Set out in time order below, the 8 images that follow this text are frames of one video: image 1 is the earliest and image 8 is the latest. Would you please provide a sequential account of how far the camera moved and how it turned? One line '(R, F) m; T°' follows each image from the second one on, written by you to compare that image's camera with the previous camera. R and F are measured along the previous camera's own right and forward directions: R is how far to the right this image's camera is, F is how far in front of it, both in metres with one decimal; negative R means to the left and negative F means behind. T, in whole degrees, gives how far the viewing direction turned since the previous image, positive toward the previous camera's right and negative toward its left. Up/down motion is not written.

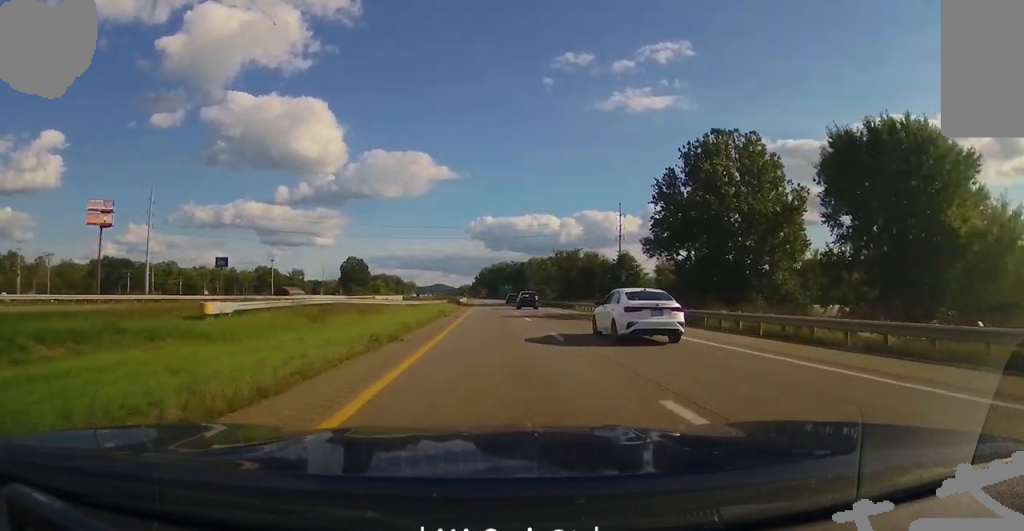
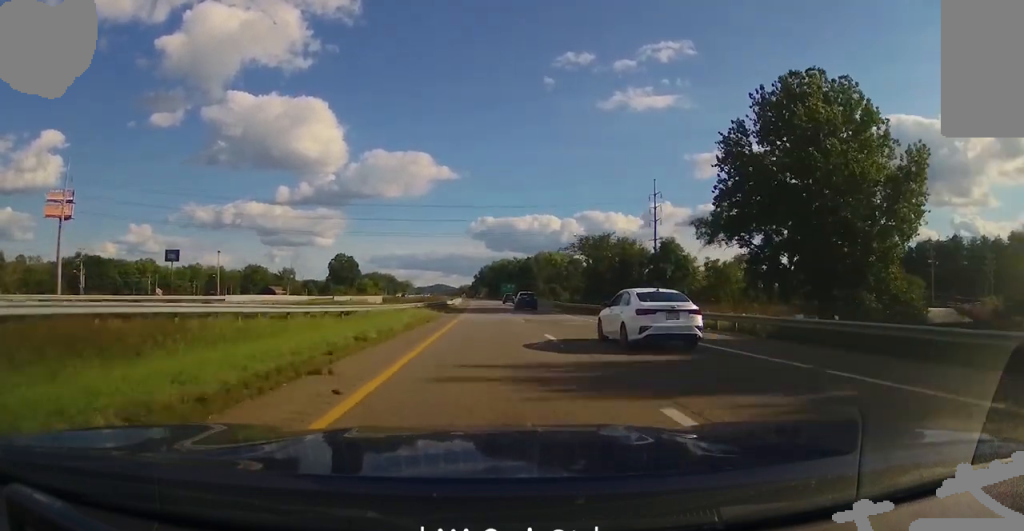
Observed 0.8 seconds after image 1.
(+0.1, +24.8) m; 0°
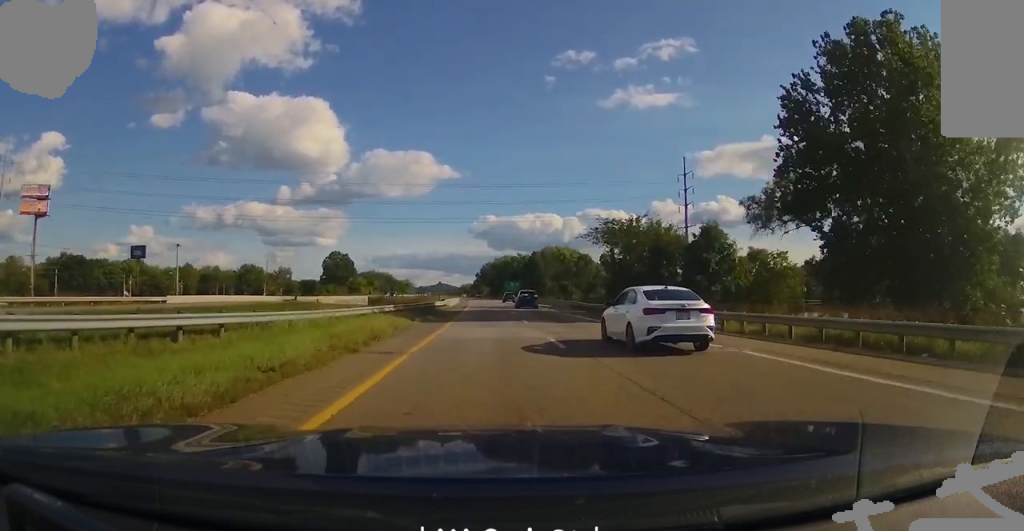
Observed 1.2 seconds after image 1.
(+0.1, +14.0) m; 0°
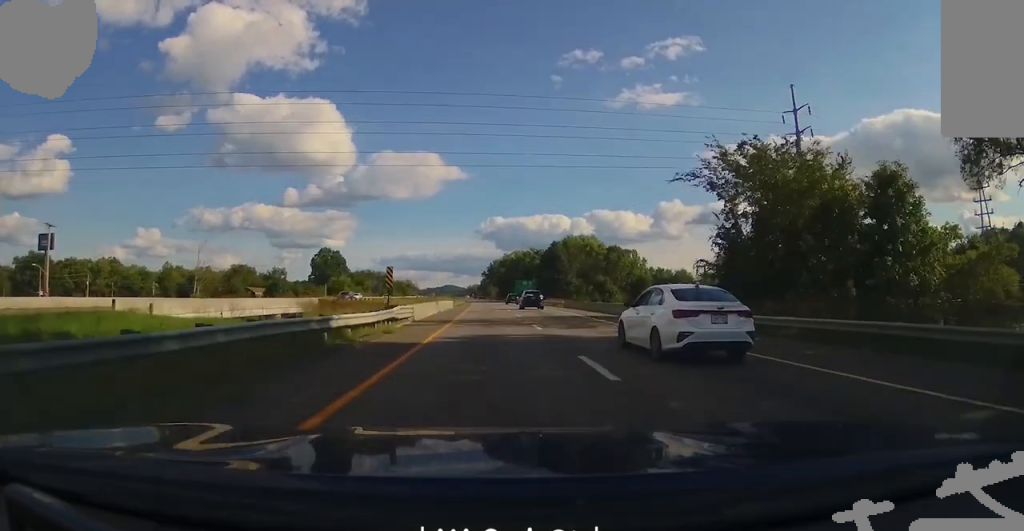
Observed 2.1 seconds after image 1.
(-0.5, +29.5) m; -1°
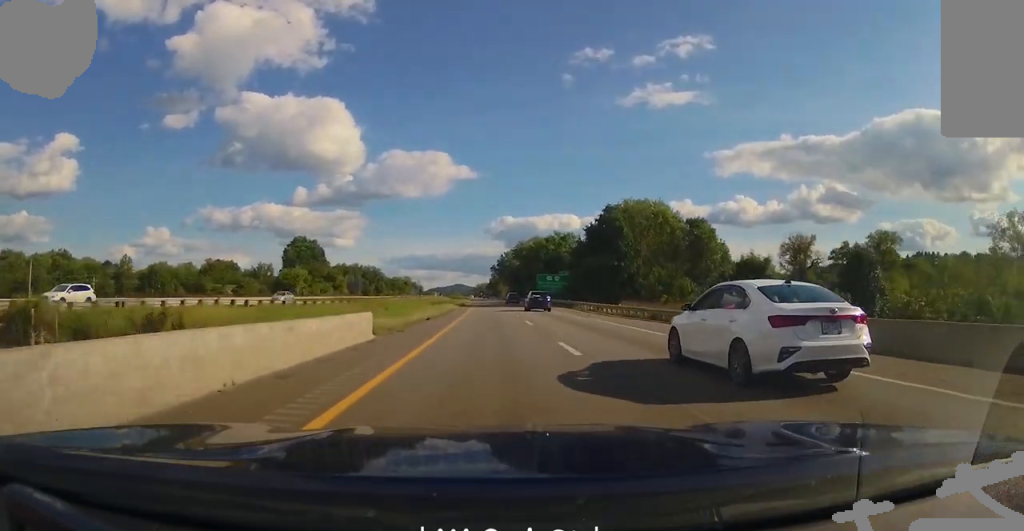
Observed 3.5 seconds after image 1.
(+0.1, +45.0) m; 0°
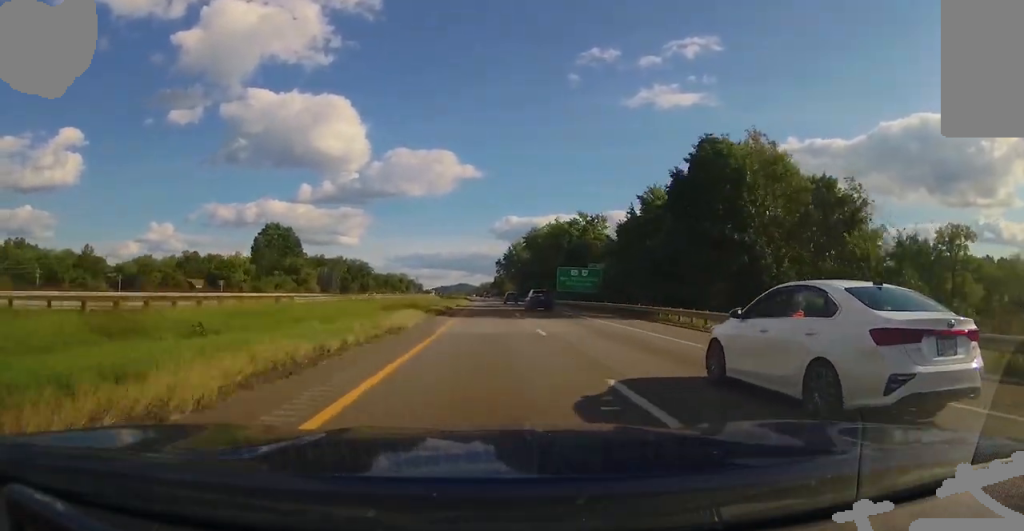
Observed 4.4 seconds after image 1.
(-0.1, +31.0) m; -1°
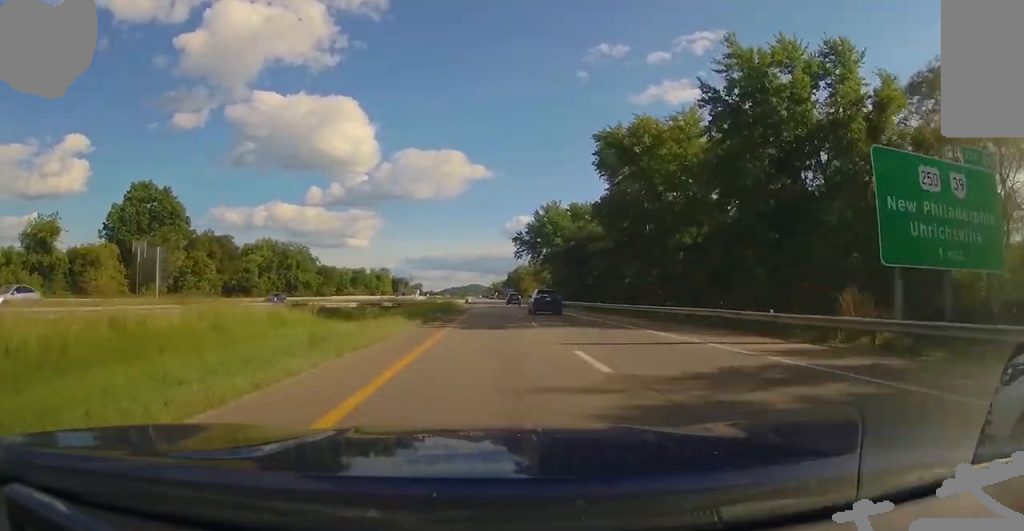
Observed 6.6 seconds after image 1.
(-0.9, +74.6) m; -1°
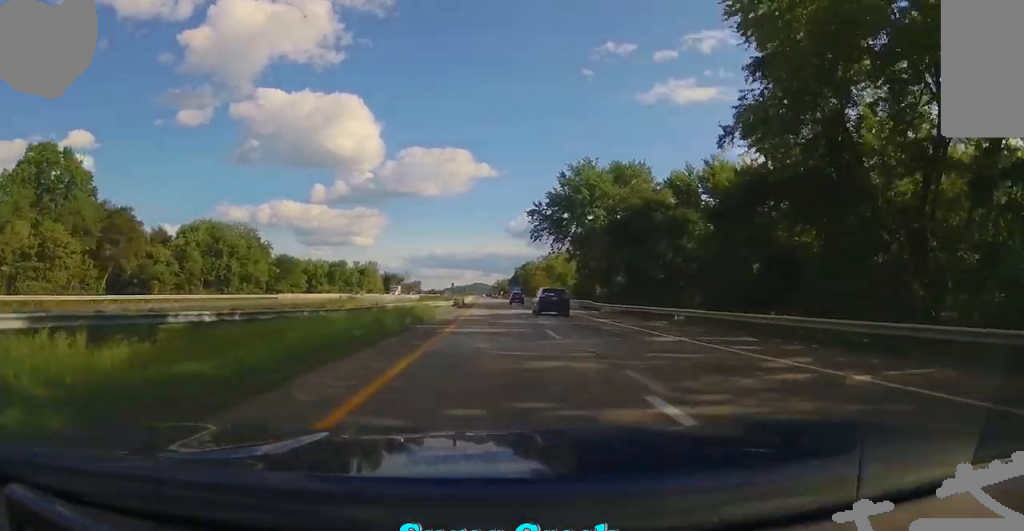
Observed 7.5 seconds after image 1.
(0.0, +30.3) m; 0°
